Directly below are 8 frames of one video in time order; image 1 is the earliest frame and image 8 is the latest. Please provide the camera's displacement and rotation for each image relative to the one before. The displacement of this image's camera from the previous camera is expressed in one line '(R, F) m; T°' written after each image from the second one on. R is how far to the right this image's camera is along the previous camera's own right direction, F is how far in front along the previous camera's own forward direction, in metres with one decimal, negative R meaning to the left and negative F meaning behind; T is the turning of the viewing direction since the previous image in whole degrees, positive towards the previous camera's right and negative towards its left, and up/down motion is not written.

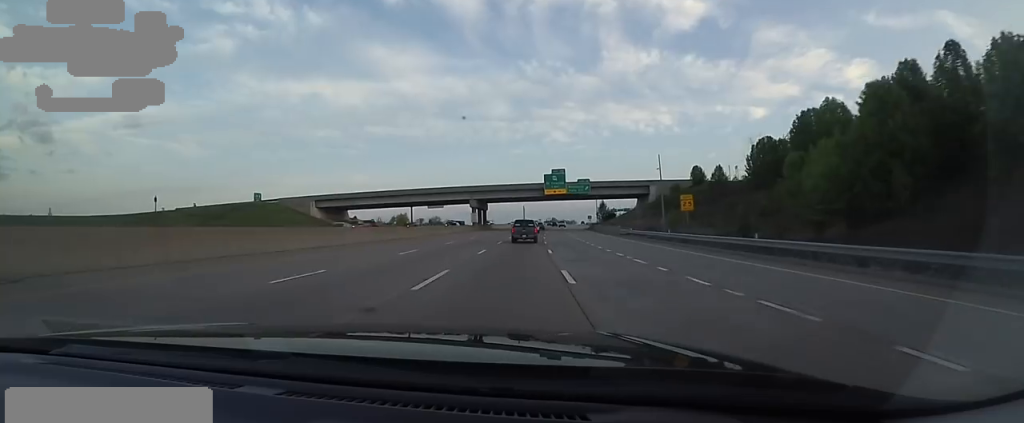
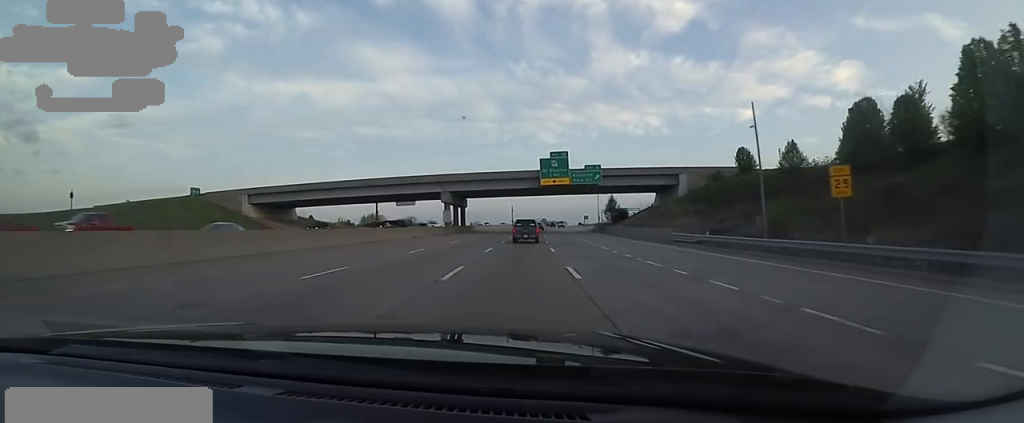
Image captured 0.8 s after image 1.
(-0.2, +22.4) m; +1°
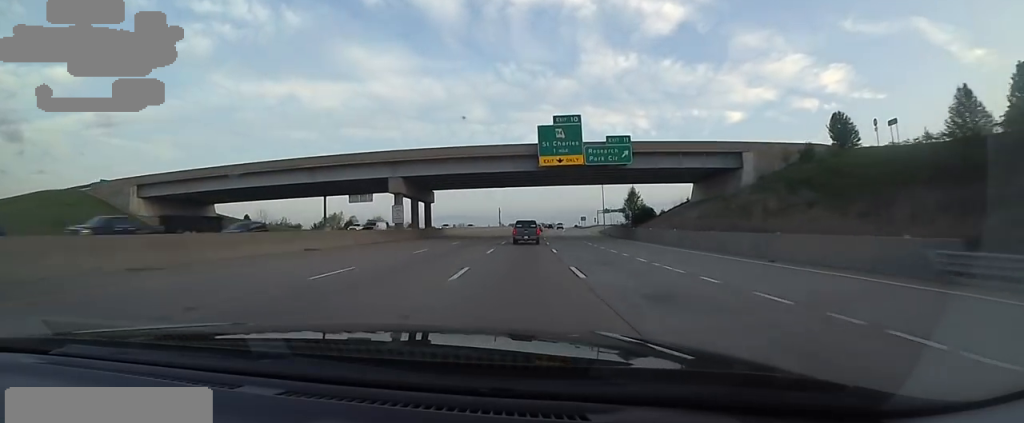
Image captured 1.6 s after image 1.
(+0.2, +23.5) m; +2°
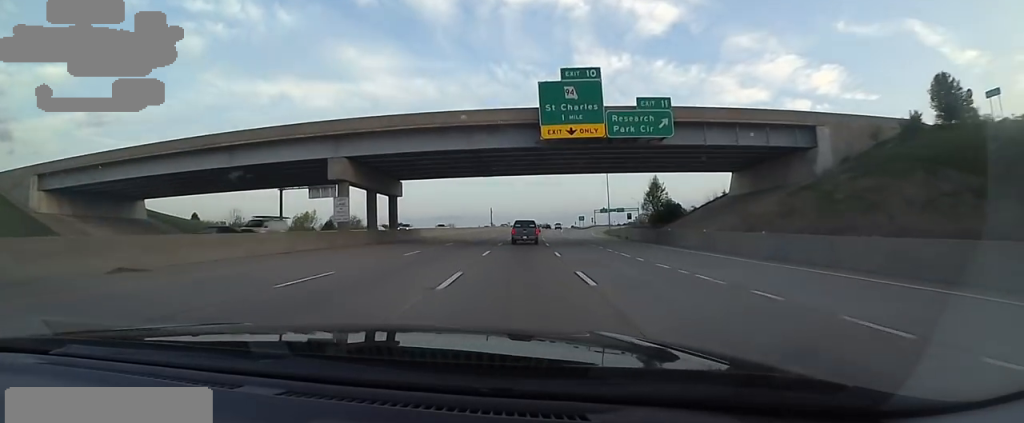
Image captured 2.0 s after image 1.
(+0.6, +13.8) m; +2°
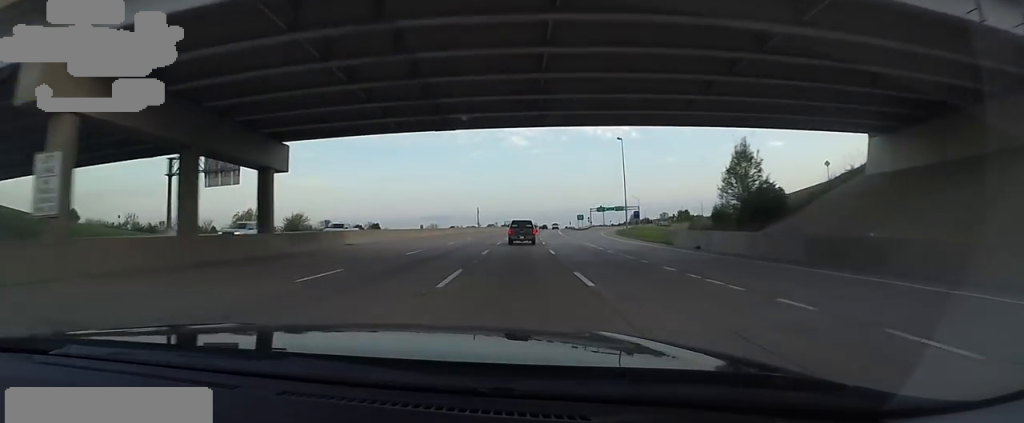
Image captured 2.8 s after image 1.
(+0.3, +23.2) m; +2°
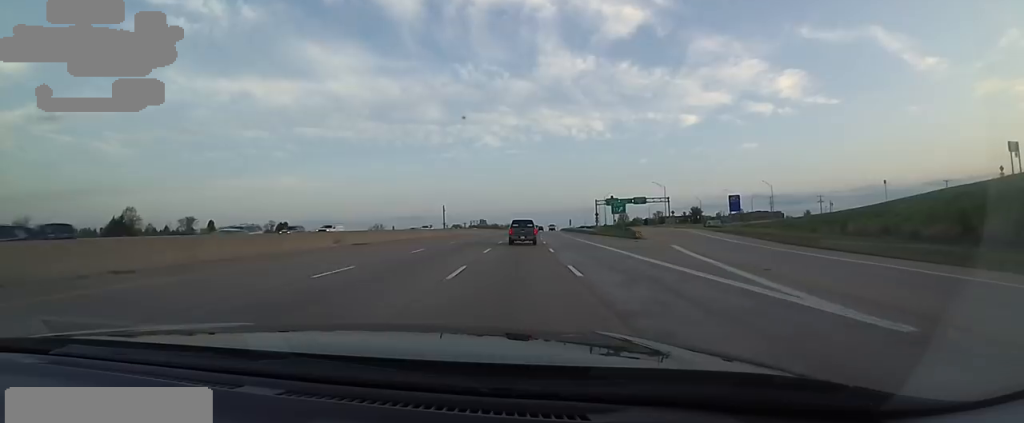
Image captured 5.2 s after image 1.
(+0.3, +73.2) m; +3°
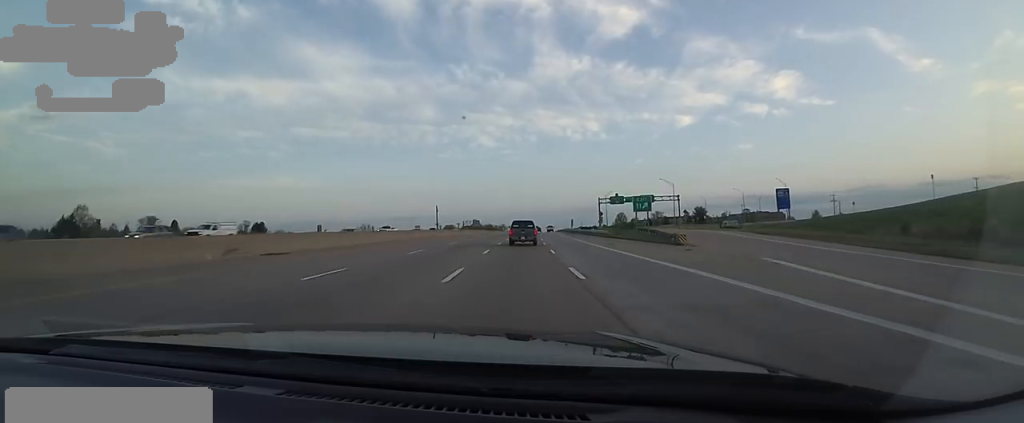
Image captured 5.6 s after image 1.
(+0.9, +12.5) m; +1°
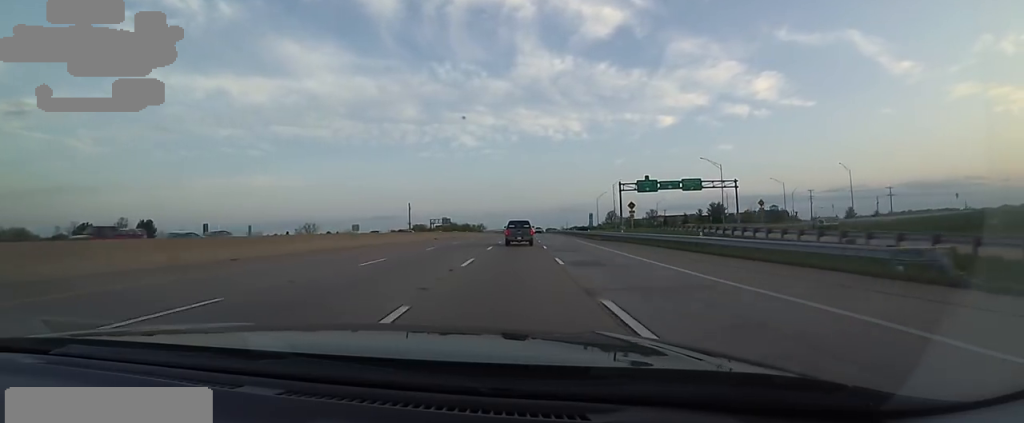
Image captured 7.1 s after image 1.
(+0.7, +42.2) m; +1°
